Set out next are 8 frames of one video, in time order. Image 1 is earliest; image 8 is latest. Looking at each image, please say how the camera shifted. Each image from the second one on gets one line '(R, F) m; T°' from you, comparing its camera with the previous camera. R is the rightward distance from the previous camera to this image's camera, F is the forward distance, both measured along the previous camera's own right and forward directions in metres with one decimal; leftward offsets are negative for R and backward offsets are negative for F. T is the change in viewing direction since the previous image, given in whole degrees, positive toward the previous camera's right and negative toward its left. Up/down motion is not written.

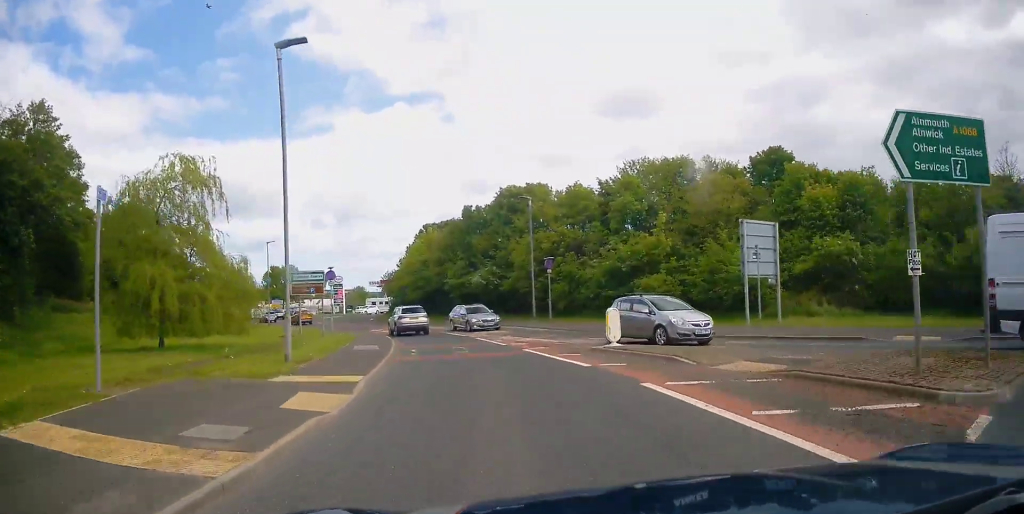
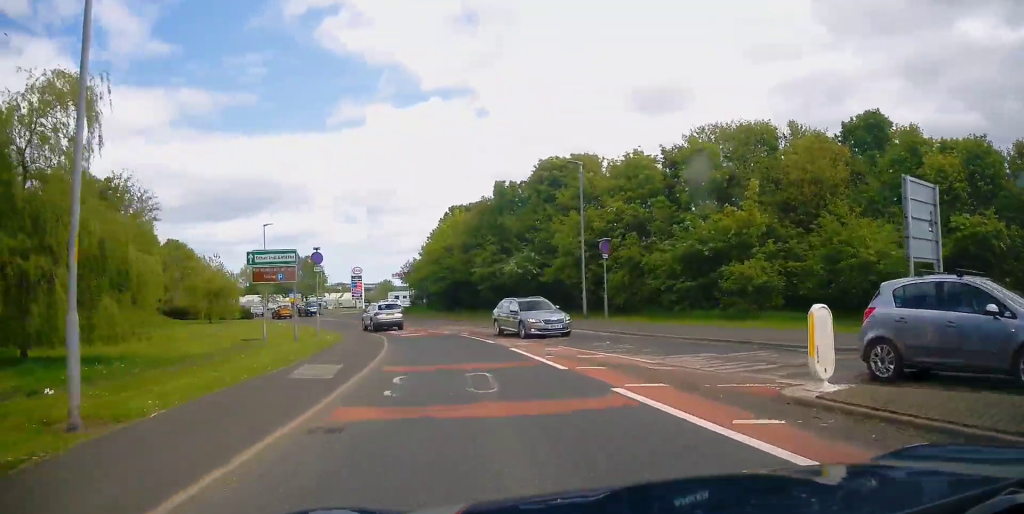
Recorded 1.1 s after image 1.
(+0.1, +9.0) m; 0°
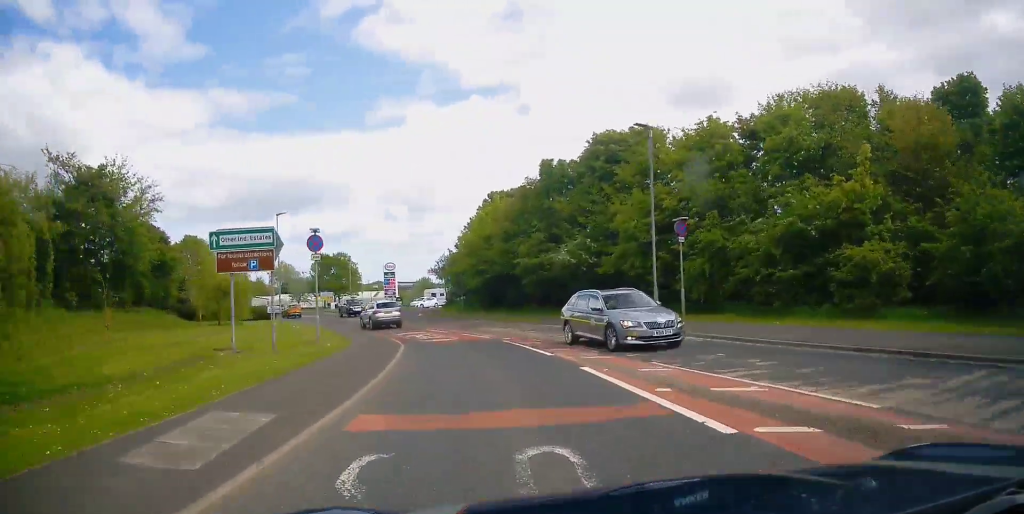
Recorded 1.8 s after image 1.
(-0.1, +6.1) m; -2°
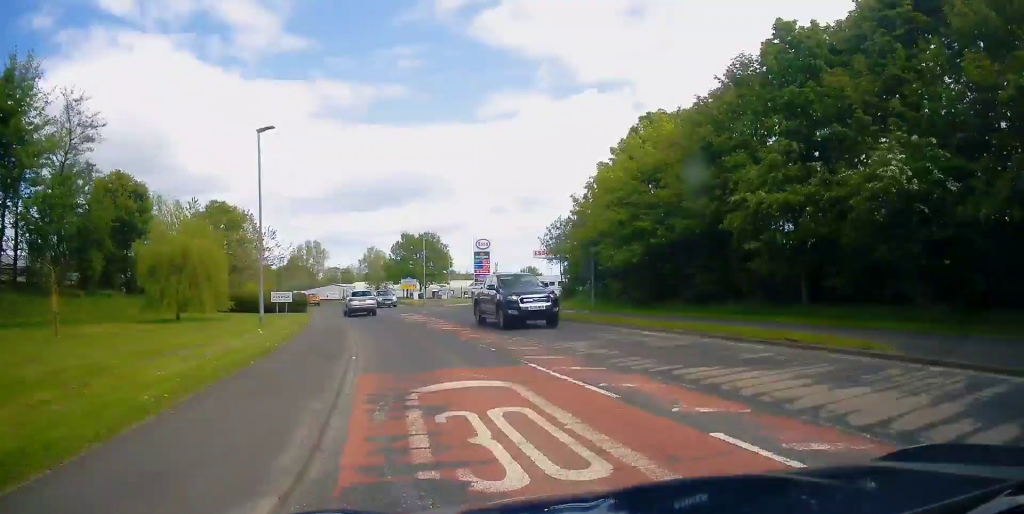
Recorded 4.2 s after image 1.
(-1.7, +20.9) m; -12°
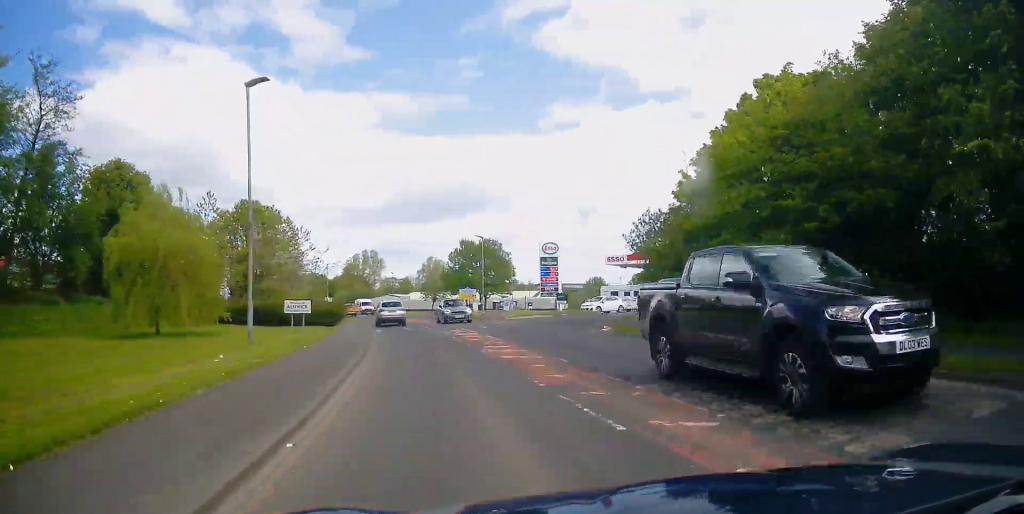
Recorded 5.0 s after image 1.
(-0.4, +7.4) m; -5°
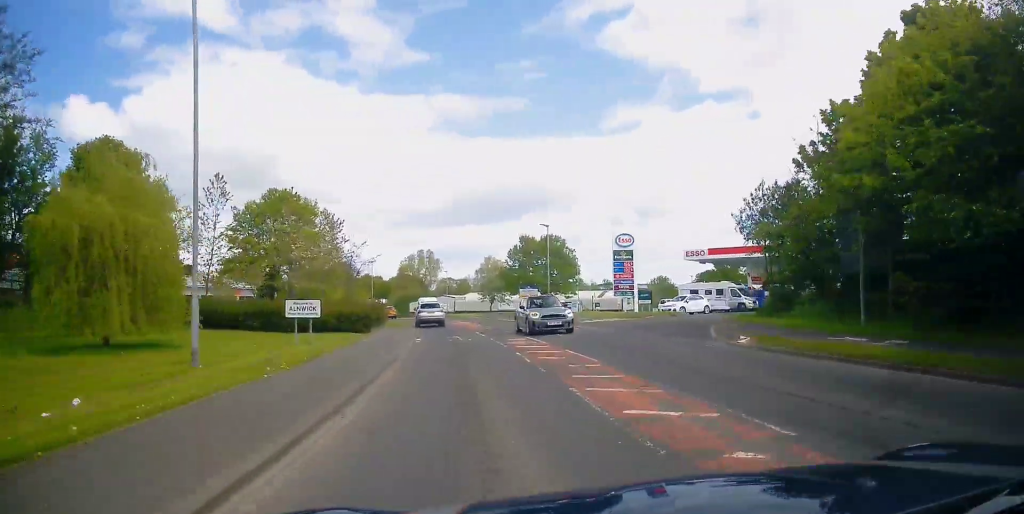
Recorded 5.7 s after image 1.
(-0.3, +7.1) m; -3°
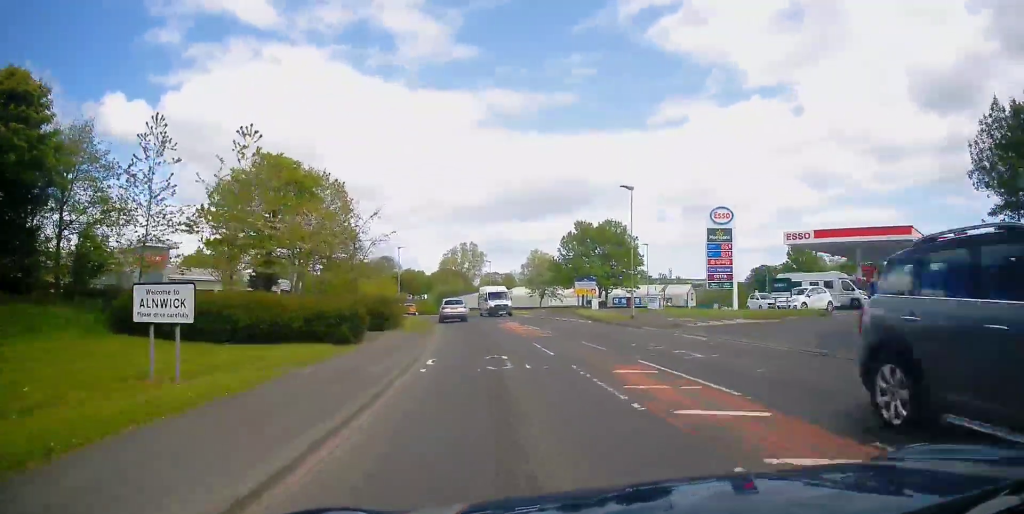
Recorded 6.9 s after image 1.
(-0.4, +11.5) m; -3°
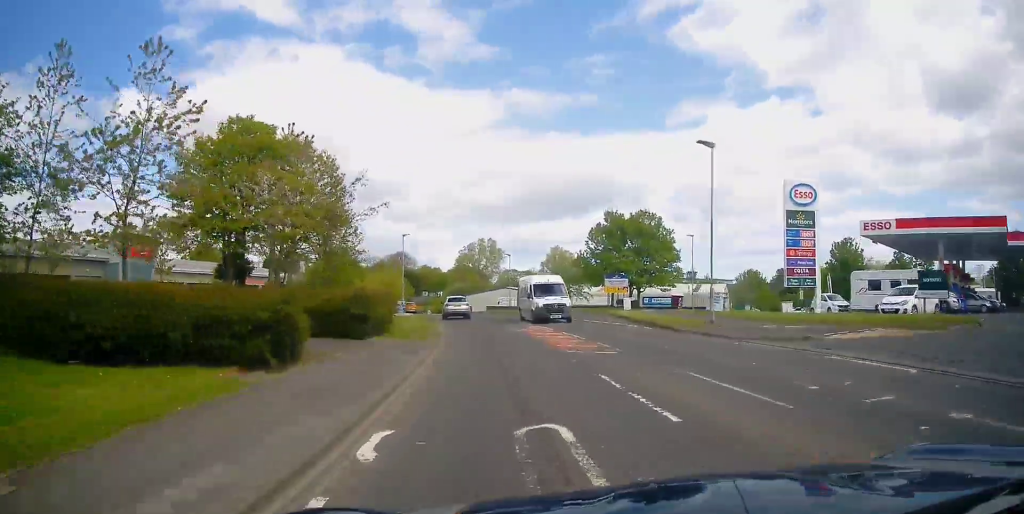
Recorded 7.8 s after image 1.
(-0.1, +8.1) m; -3°
